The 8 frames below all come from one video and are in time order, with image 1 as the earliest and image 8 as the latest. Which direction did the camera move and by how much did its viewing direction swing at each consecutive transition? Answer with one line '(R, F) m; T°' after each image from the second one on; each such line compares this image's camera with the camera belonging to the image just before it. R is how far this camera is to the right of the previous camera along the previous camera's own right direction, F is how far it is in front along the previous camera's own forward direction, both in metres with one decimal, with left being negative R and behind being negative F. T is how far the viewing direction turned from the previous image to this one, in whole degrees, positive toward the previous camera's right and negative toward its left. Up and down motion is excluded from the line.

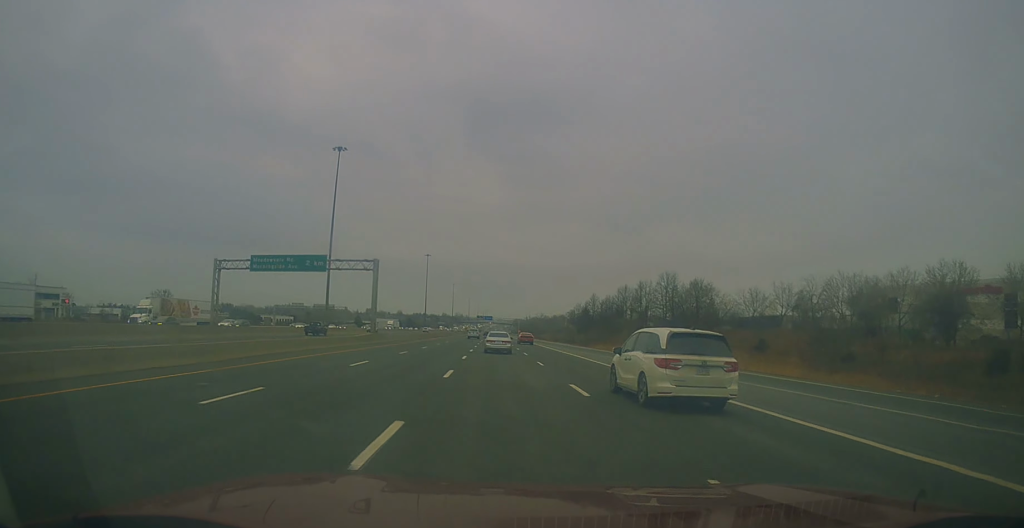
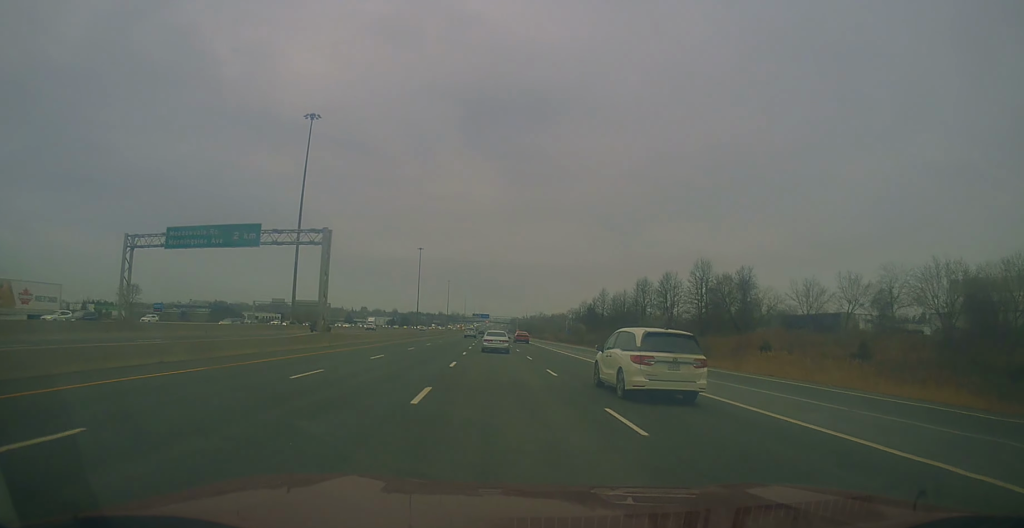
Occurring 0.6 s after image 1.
(-0.3, +18.3) m; +1°
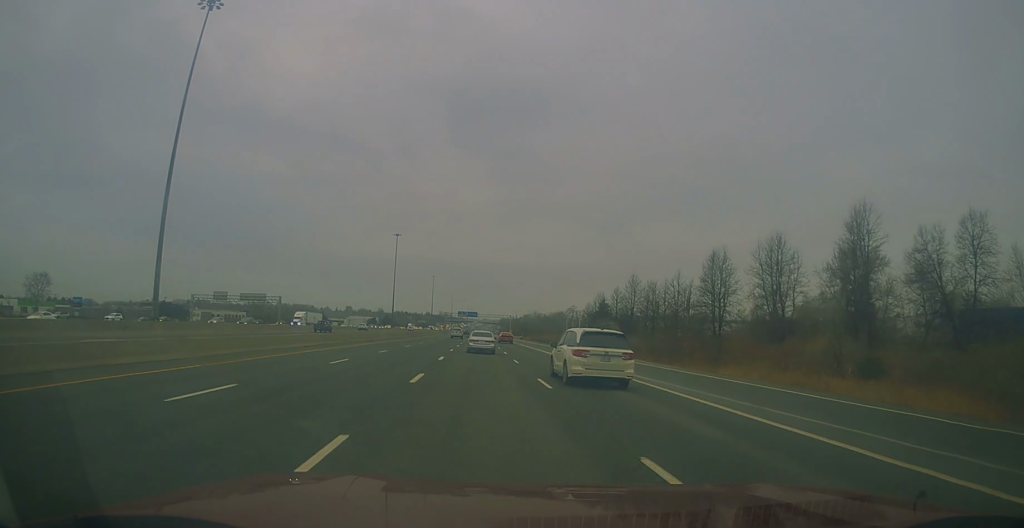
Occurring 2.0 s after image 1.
(+0.9, +40.4) m; +2°
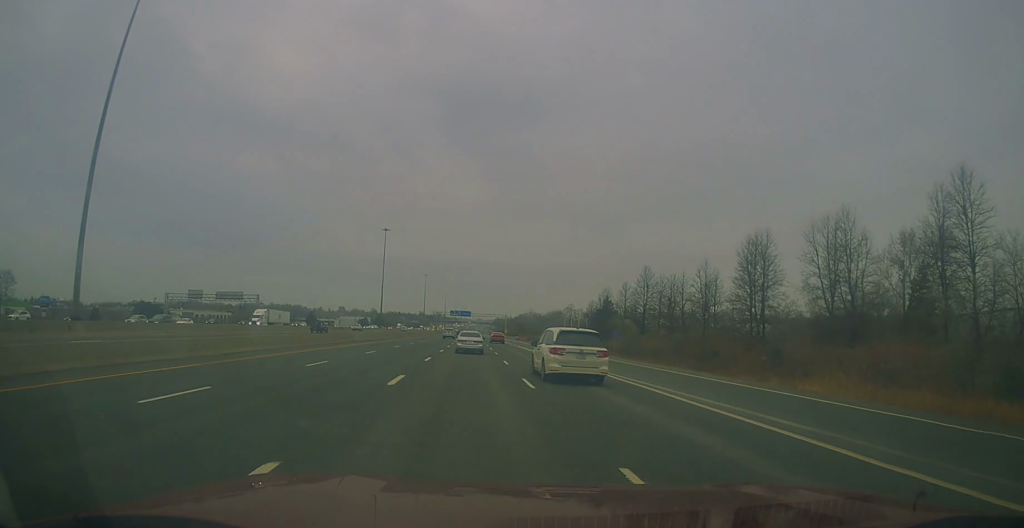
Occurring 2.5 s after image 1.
(-0.1, +12.6) m; 0°
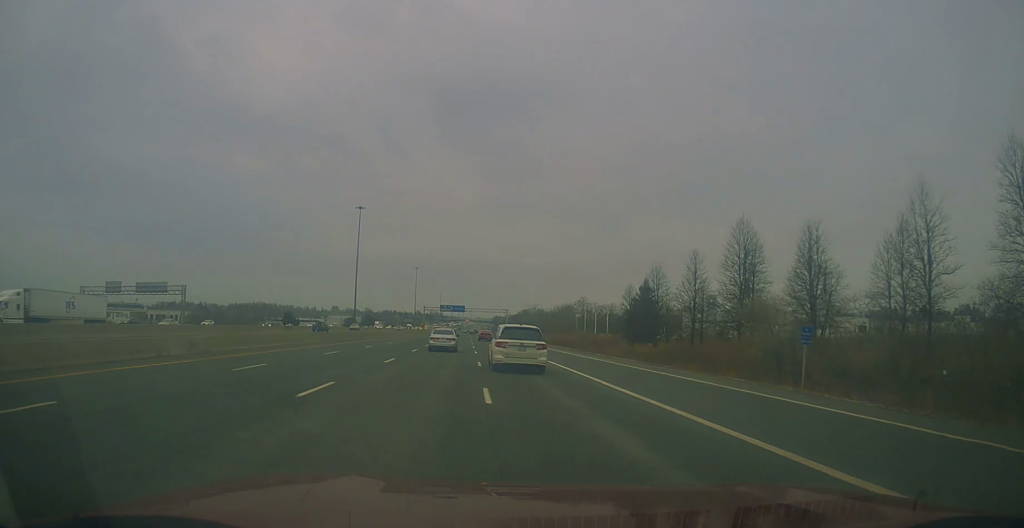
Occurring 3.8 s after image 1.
(+0.3, +39.0) m; +1°
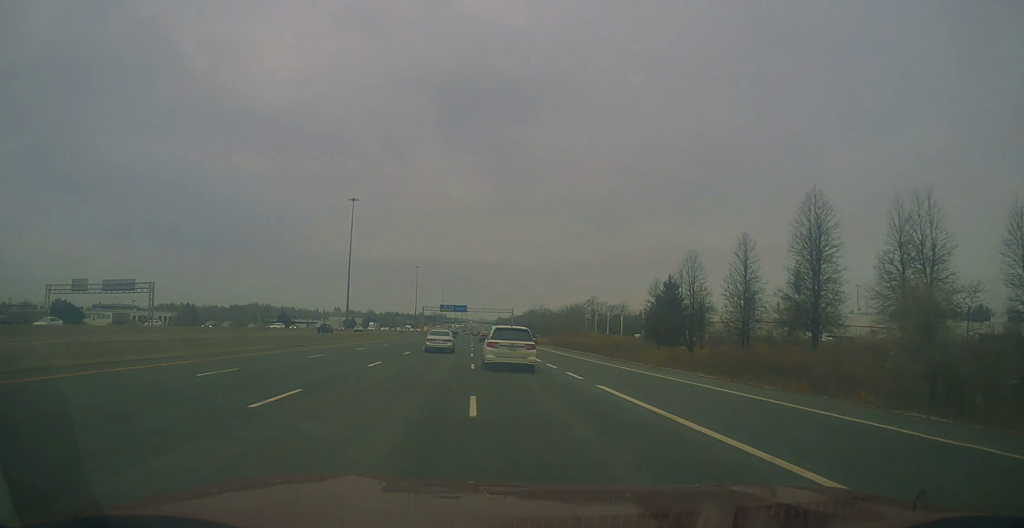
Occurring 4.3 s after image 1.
(0.0, +13.8) m; 0°
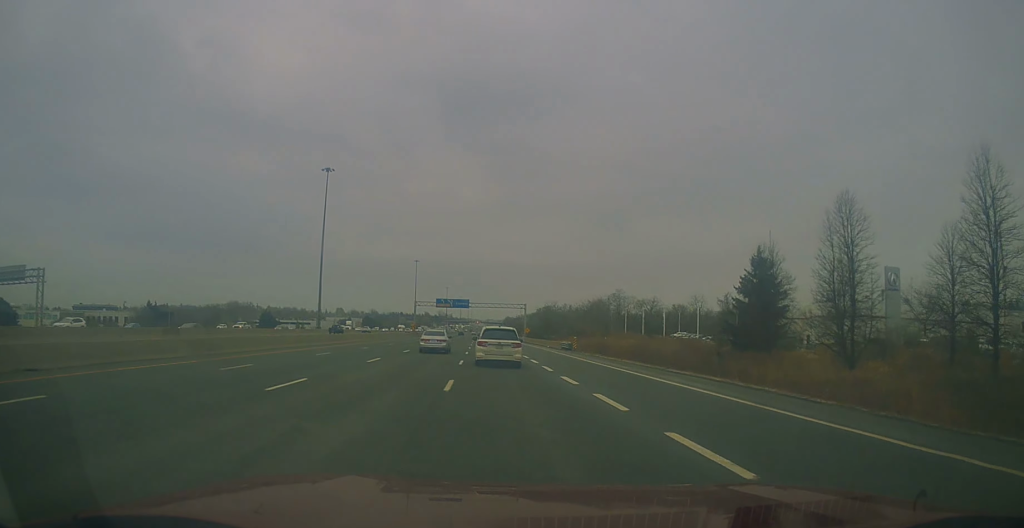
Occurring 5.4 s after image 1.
(-0.1, +32.8) m; -1°
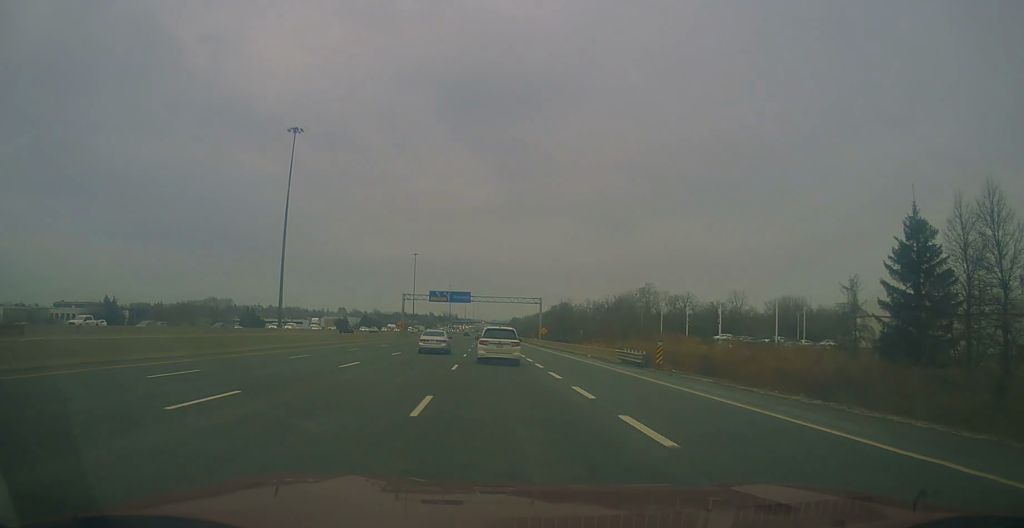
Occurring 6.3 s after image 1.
(-0.2, +28.0) m; -2°
